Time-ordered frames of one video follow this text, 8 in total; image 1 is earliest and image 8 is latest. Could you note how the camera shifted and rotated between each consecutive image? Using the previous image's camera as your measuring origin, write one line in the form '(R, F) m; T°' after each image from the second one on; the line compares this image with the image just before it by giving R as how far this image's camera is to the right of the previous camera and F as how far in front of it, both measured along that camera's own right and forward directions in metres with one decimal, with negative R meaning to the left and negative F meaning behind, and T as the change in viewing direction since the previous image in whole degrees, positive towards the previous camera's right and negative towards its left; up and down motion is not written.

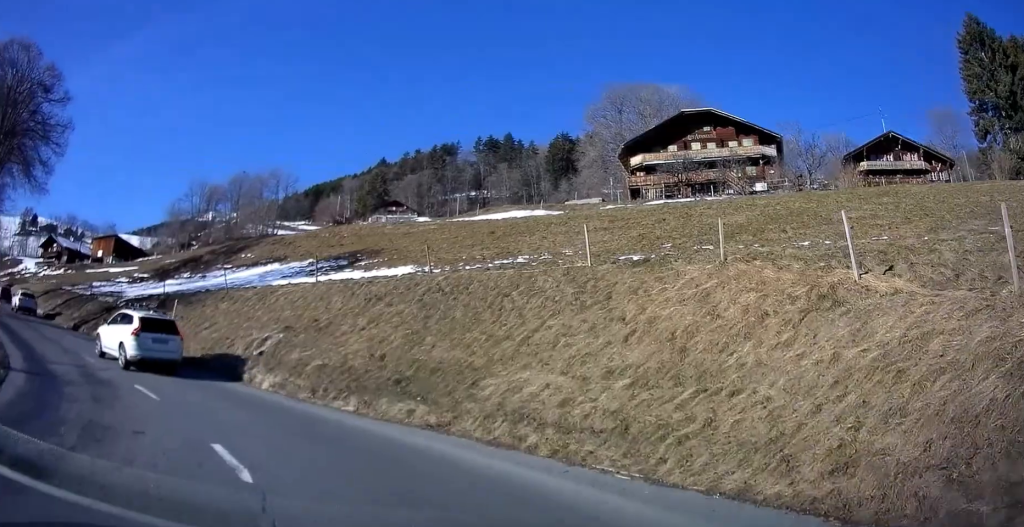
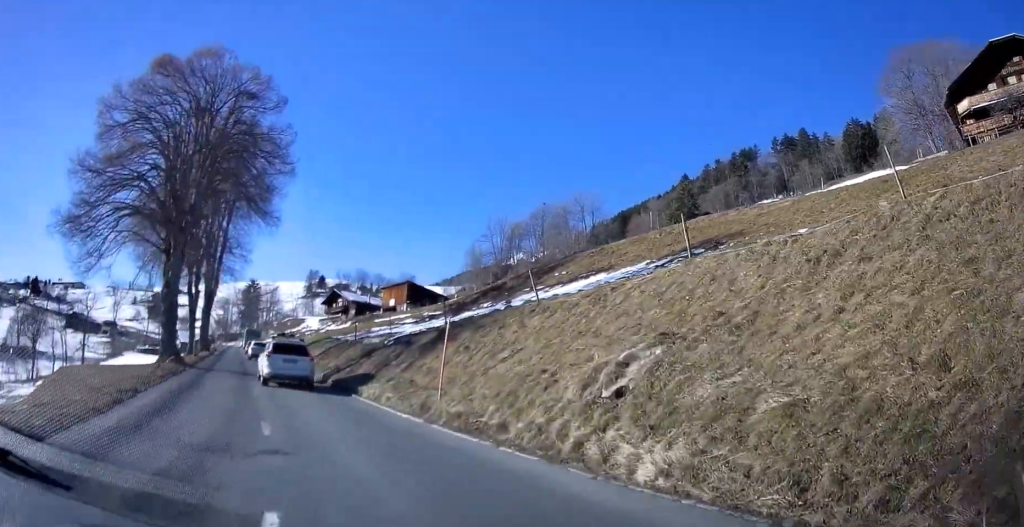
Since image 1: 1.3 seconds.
(-1.1, +8.7) m; -22°
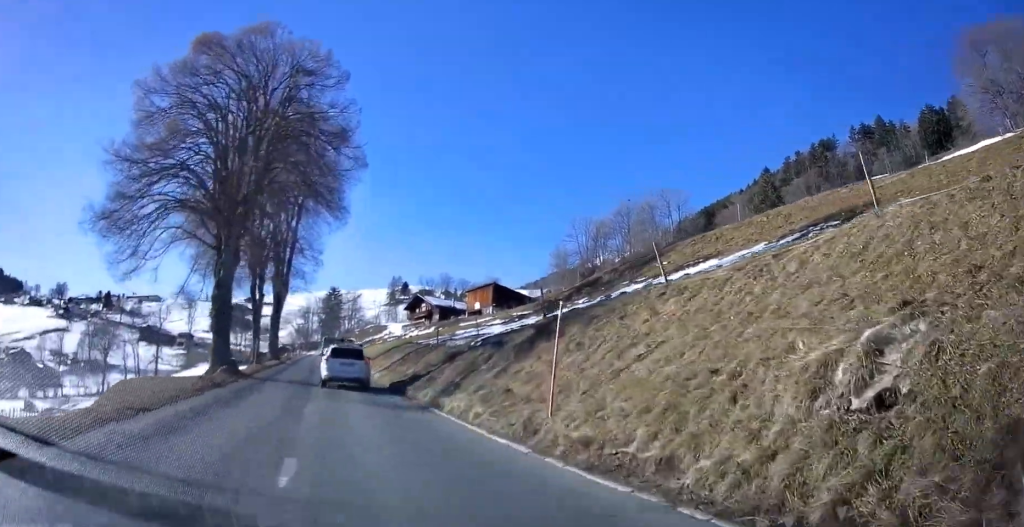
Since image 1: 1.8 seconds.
(-0.7, +3.8) m; -9°
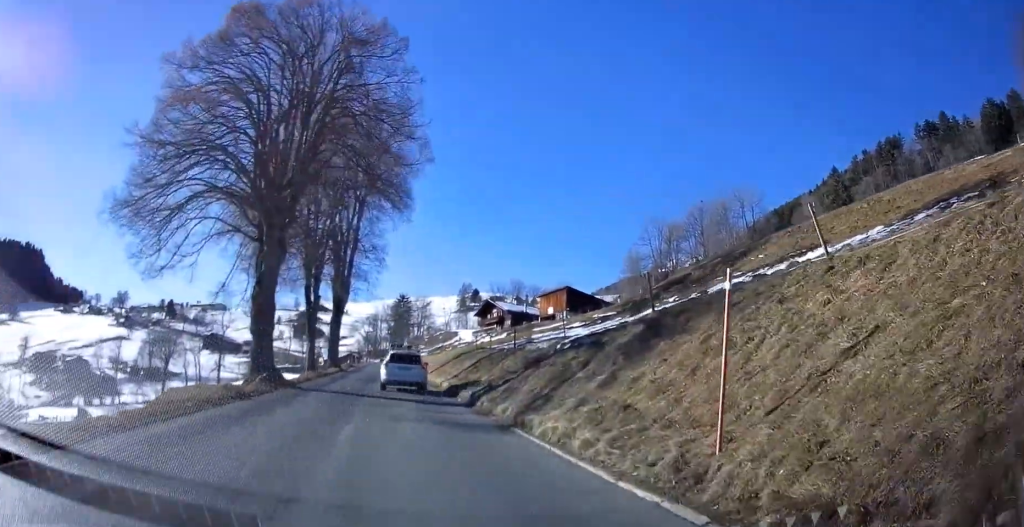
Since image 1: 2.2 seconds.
(-0.2, +3.4) m; -7°
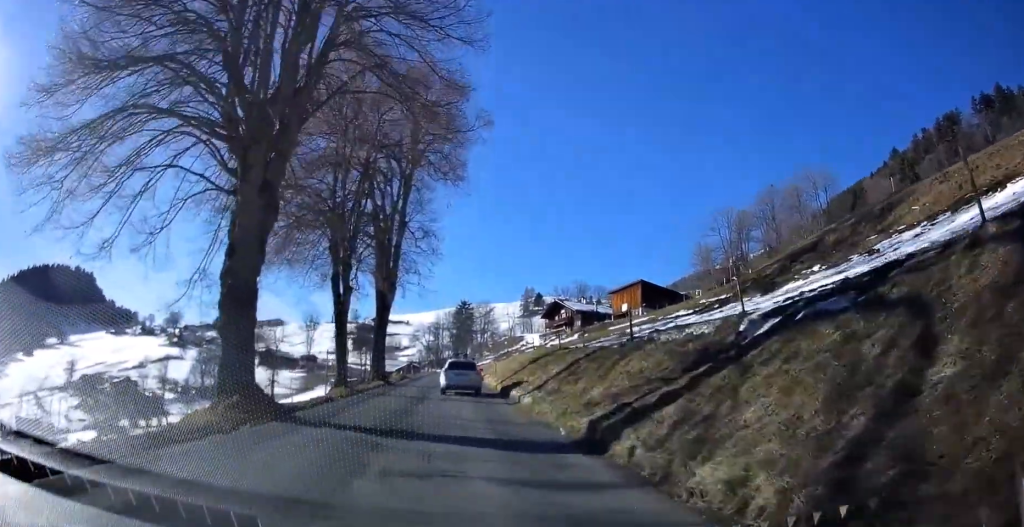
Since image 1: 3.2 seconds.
(-0.7, +8.6) m; -6°
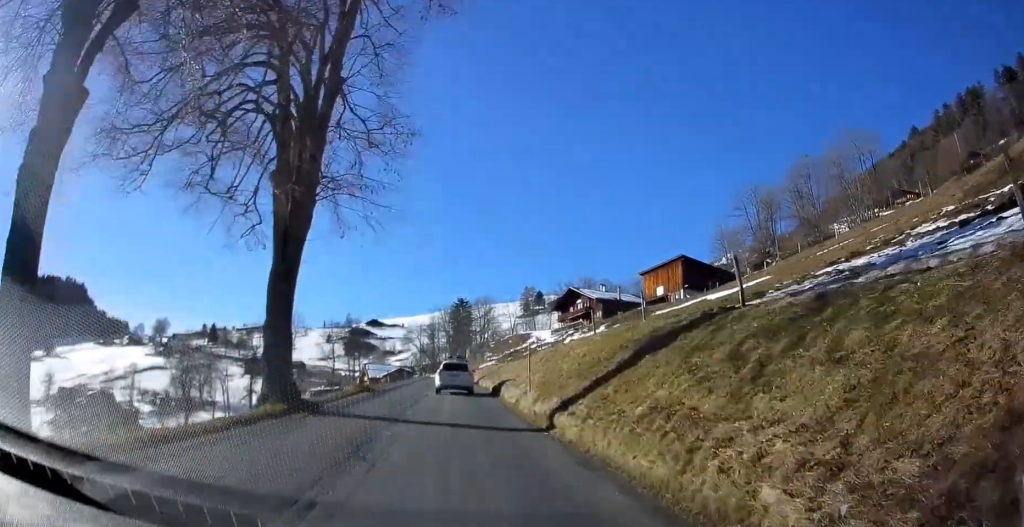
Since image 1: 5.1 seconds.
(-0.4, +19.3) m; -1°
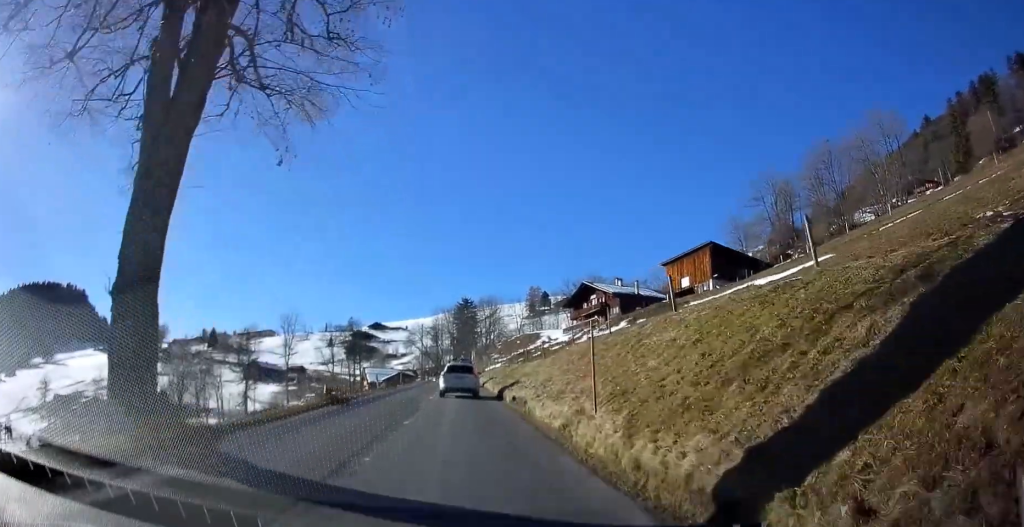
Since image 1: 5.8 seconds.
(0.0, +8.3) m; 0°
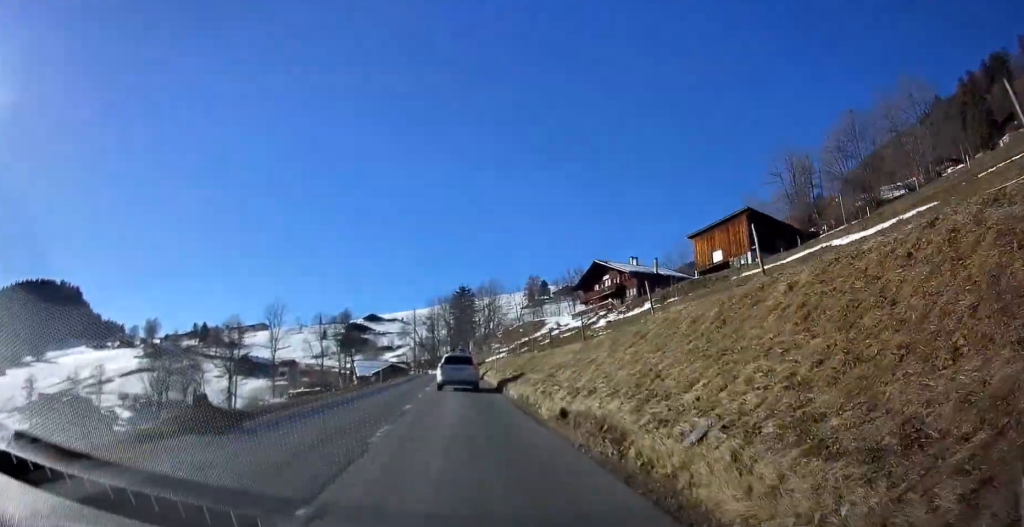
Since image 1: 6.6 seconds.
(0.0, +9.8) m; 0°
